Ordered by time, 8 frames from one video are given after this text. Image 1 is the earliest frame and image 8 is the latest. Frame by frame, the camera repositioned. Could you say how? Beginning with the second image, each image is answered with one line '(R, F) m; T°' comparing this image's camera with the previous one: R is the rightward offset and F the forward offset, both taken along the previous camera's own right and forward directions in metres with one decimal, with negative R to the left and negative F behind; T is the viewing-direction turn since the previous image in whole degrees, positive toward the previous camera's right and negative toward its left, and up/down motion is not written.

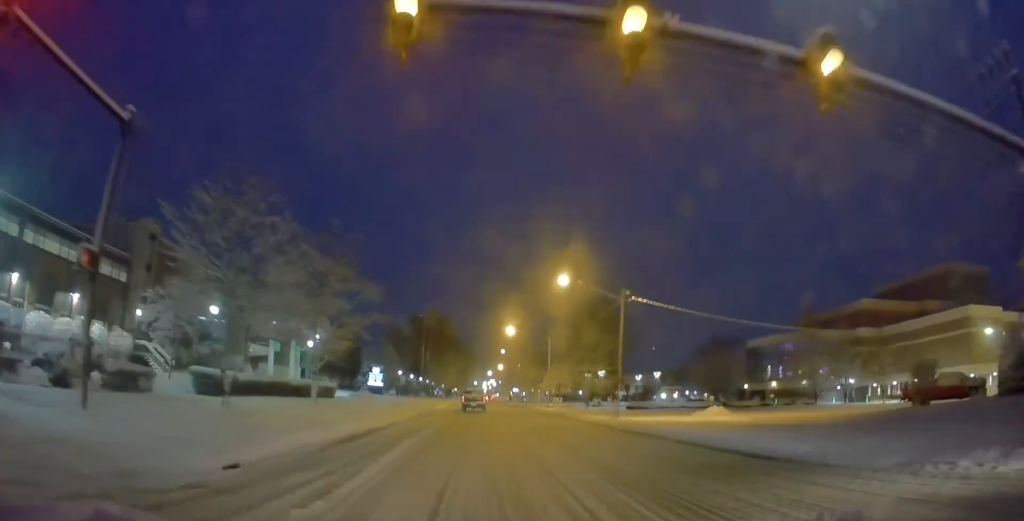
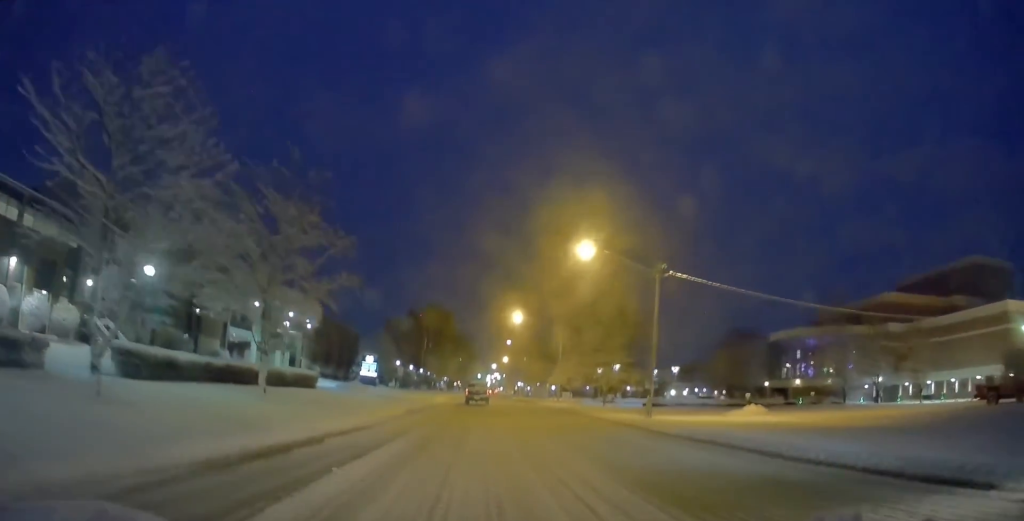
(0.0, +6.9) m; 0°
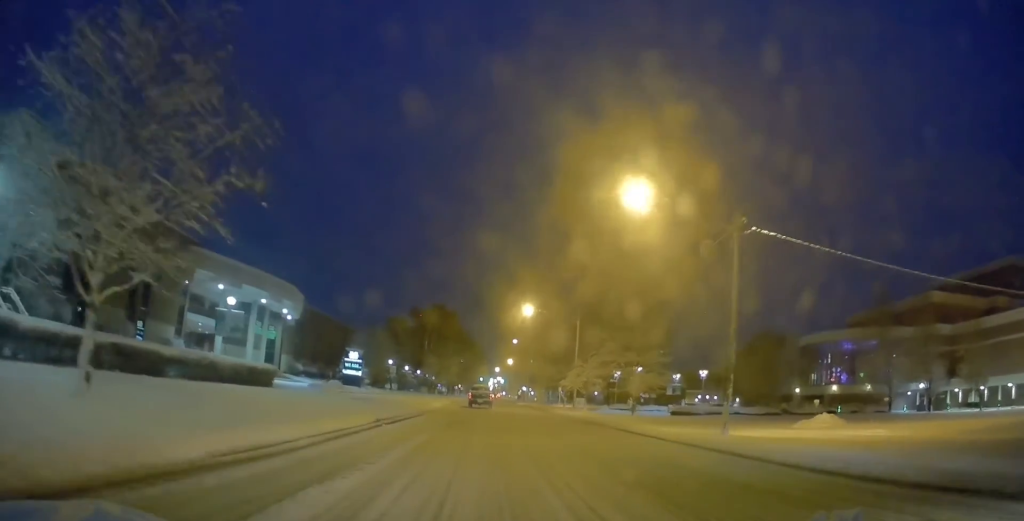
(0.0, +10.0) m; 0°
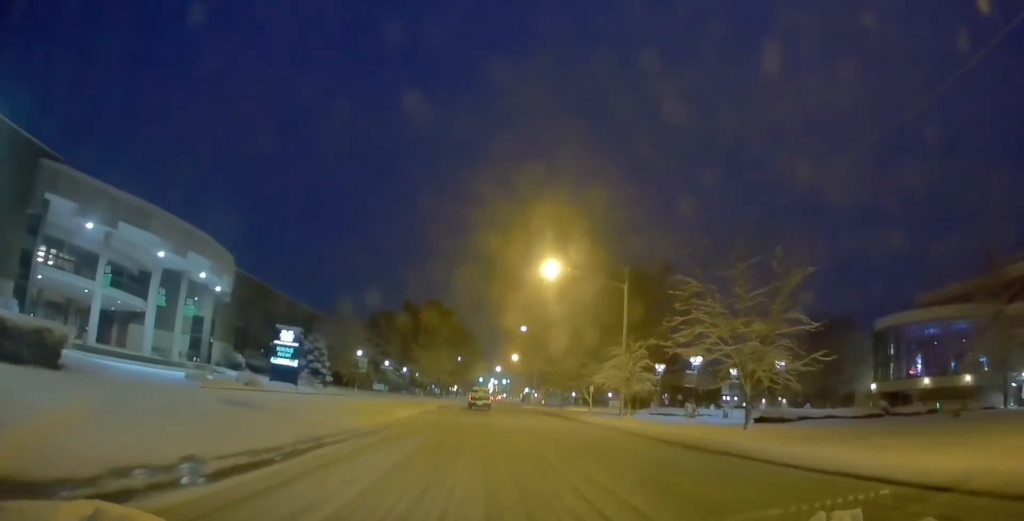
(-0.9, +20.8) m; -2°
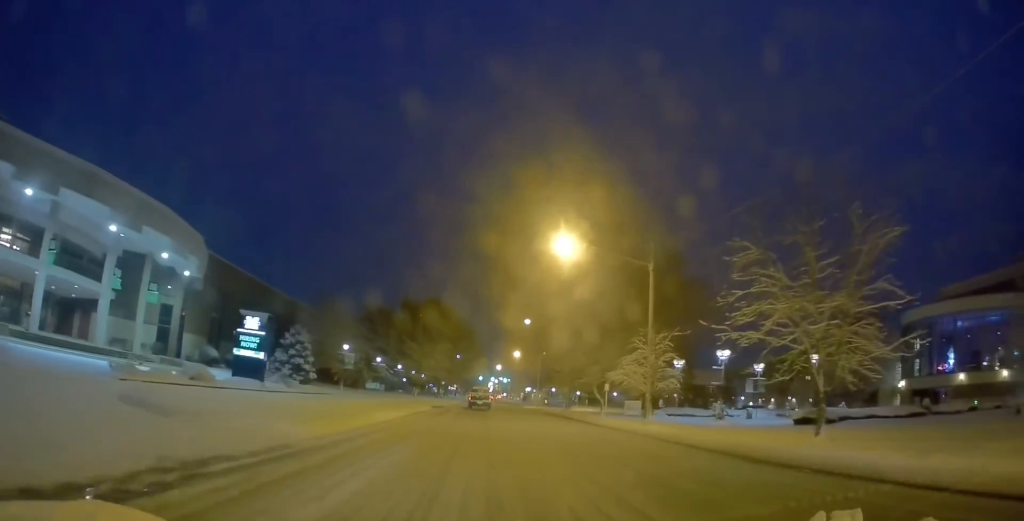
(+0.2, +6.3) m; 0°
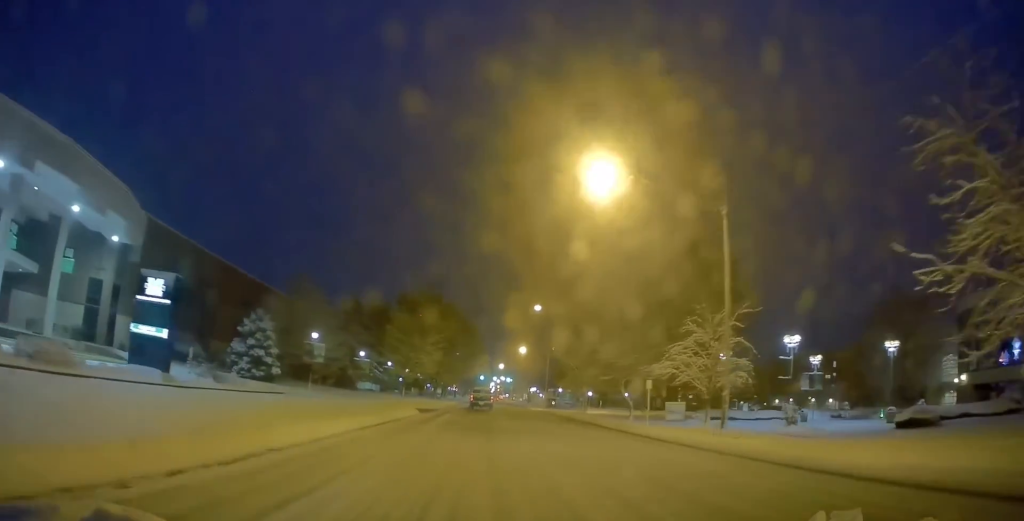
(+0.1, +10.9) m; 0°
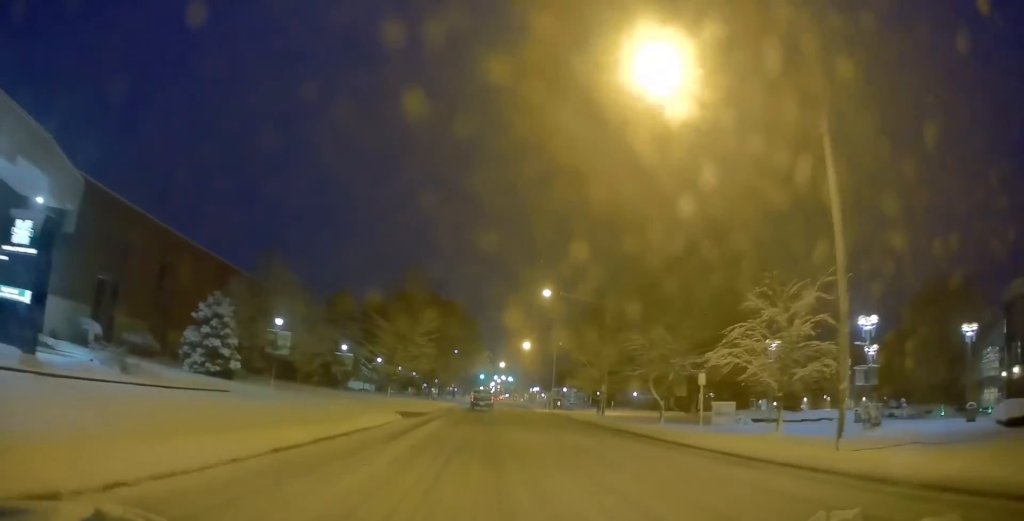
(-0.3, +8.1) m; 0°
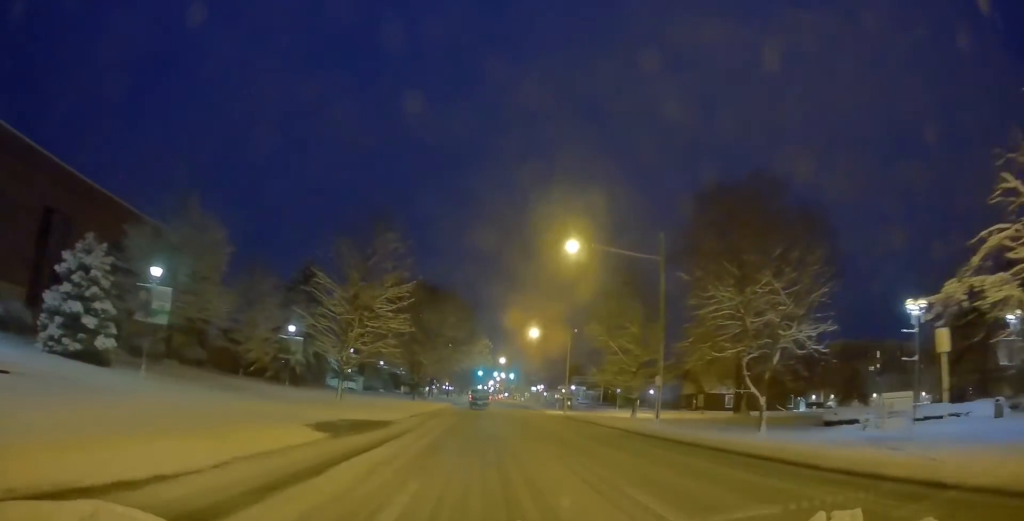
(+0.6, +14.6) m; +3°
